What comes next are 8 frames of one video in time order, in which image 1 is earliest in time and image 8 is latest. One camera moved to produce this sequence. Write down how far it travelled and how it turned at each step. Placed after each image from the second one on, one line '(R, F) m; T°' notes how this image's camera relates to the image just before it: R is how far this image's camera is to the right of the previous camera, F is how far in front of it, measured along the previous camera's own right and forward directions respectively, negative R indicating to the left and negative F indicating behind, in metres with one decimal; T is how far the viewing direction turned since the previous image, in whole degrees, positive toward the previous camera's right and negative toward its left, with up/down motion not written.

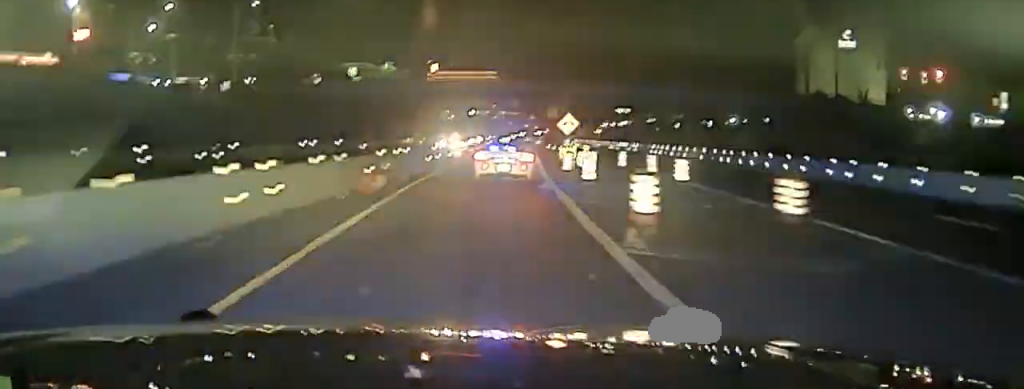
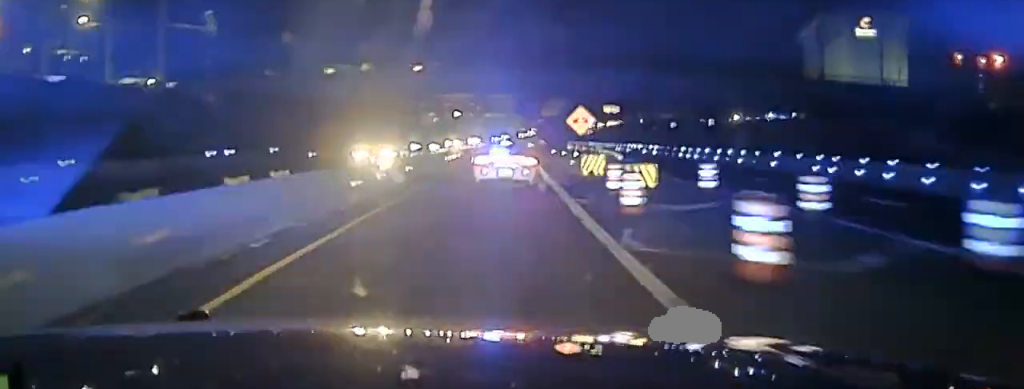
(+0.2, +18.2) m; +1°
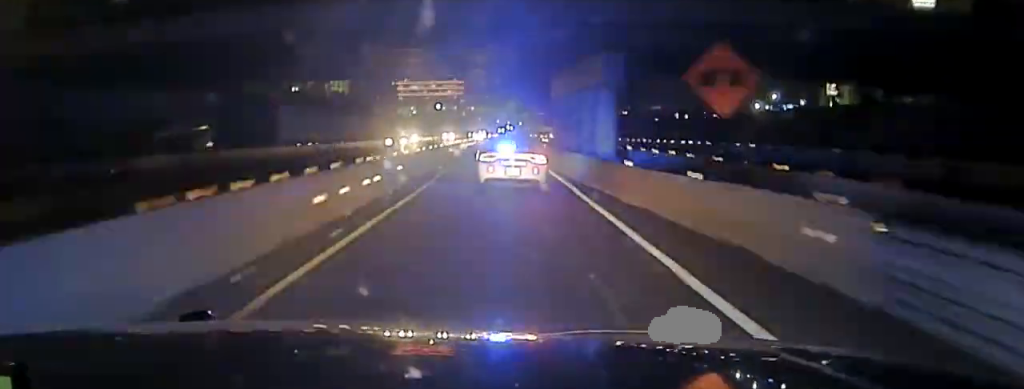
(+0.3, +35.4) m; 0°
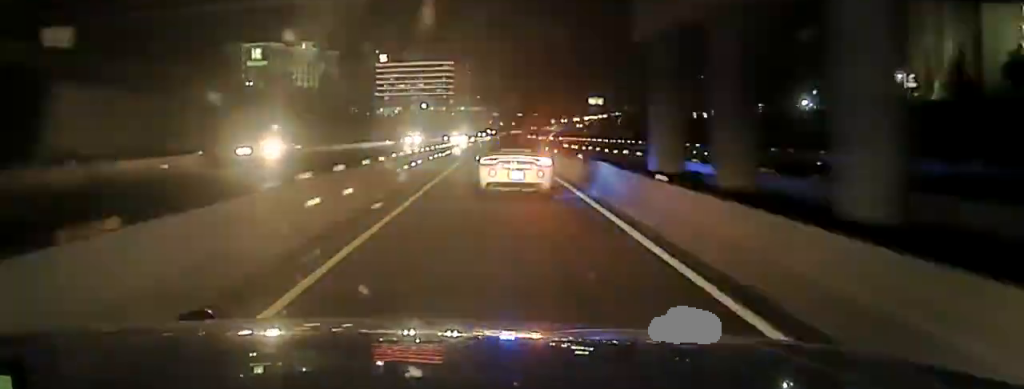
(+0.1, +42.8) m; 0°
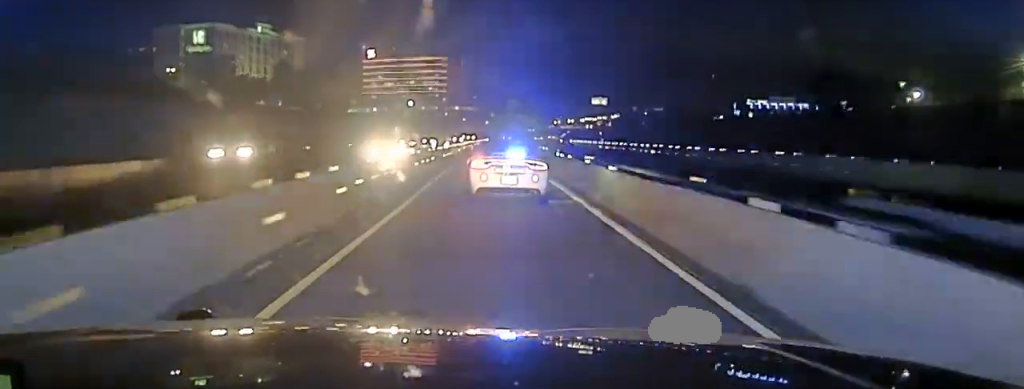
(-0.1, +49.9) m; 0°
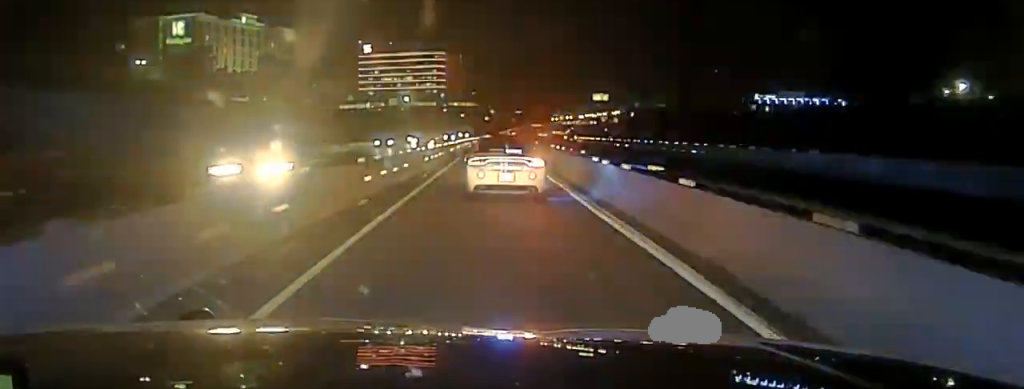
(-0.1, +13.8) m; 0°
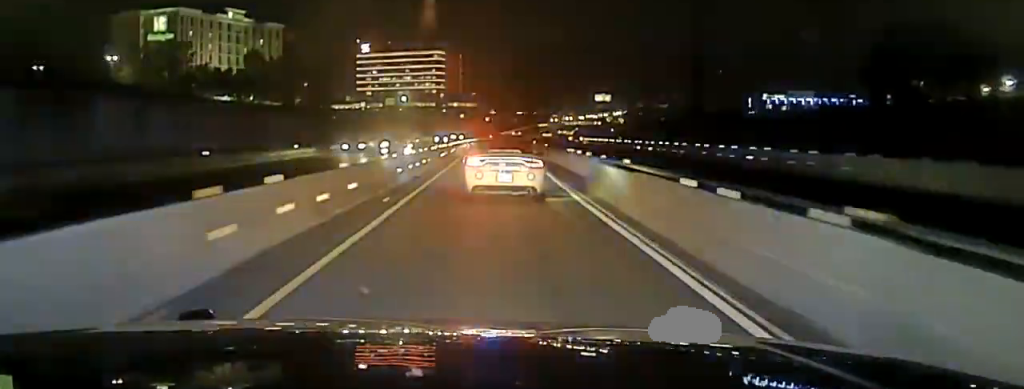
(0.0, +11.4) m; 0°
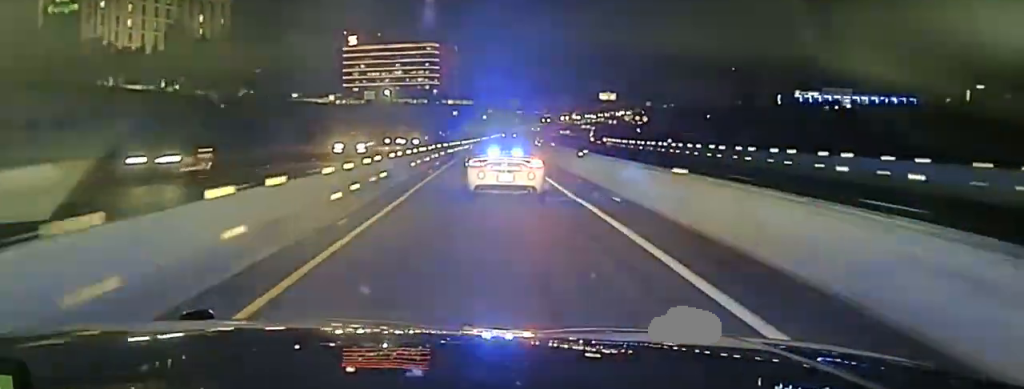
(+0.4, +41.0) m; +1°
